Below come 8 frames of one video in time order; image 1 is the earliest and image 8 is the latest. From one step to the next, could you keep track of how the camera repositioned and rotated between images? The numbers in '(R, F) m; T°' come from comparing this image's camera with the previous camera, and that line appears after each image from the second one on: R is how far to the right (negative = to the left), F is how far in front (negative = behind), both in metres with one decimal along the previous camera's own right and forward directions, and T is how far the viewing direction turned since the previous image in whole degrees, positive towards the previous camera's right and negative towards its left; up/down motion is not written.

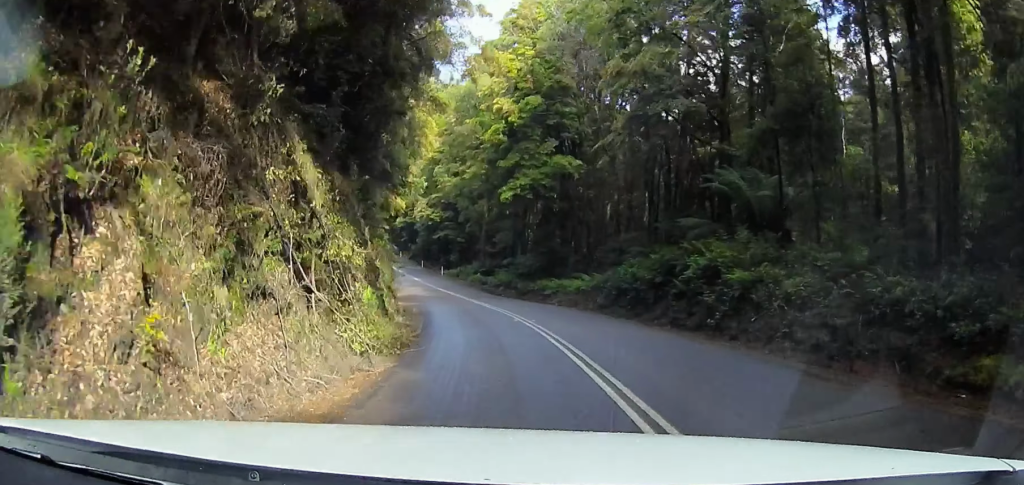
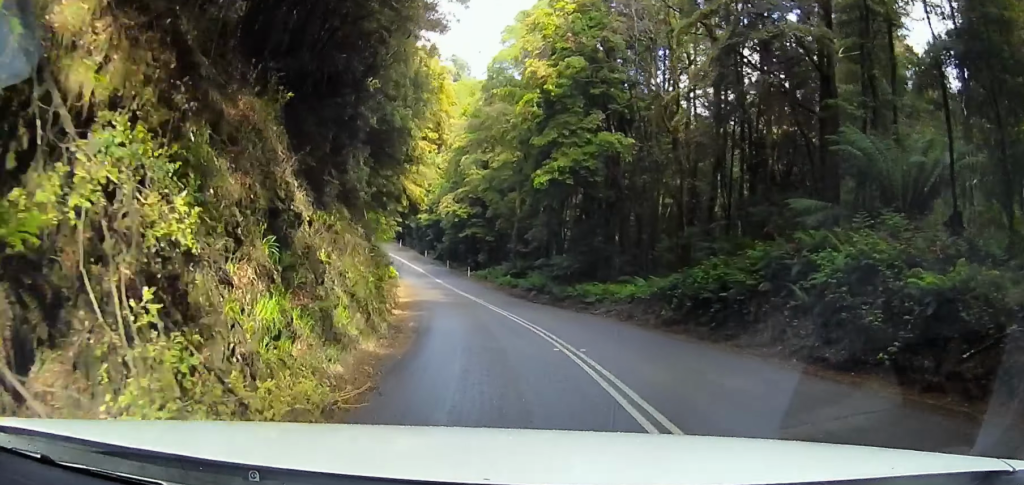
(-0.3, +6.7) m; -2°
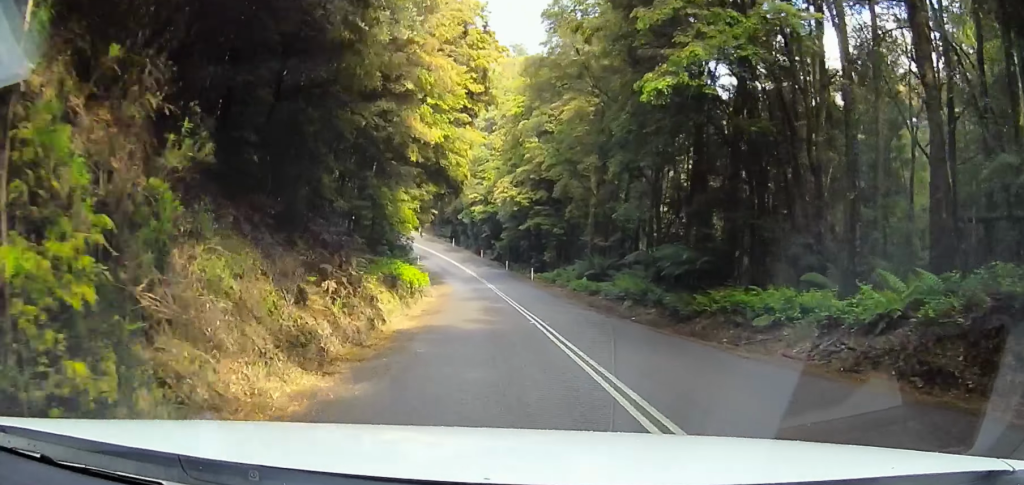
(-0.2, +14.1) m; -1°
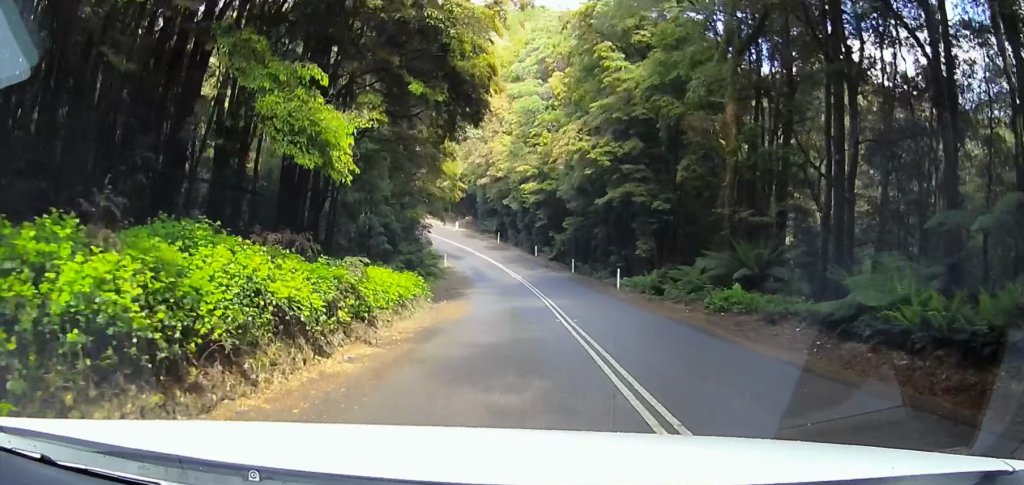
(0.0, +20.2) m; 0°
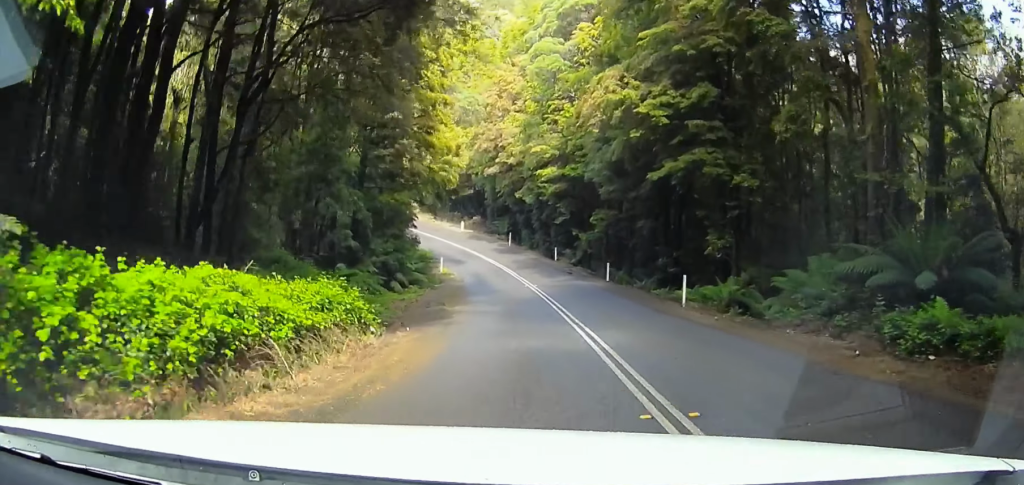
(0.0, +9.8) m; 0°
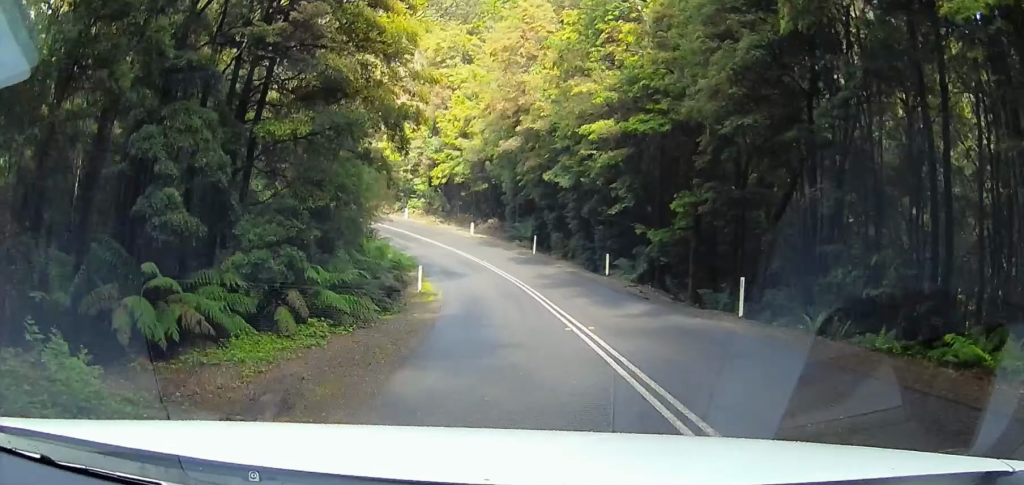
(0.0, +14.9) m; 0°
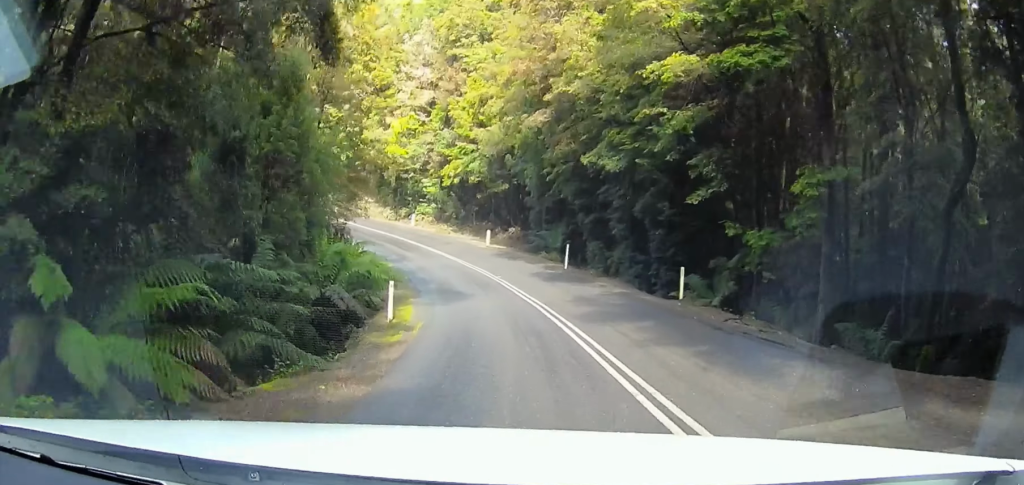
(0.0, +9.2) m; 0°
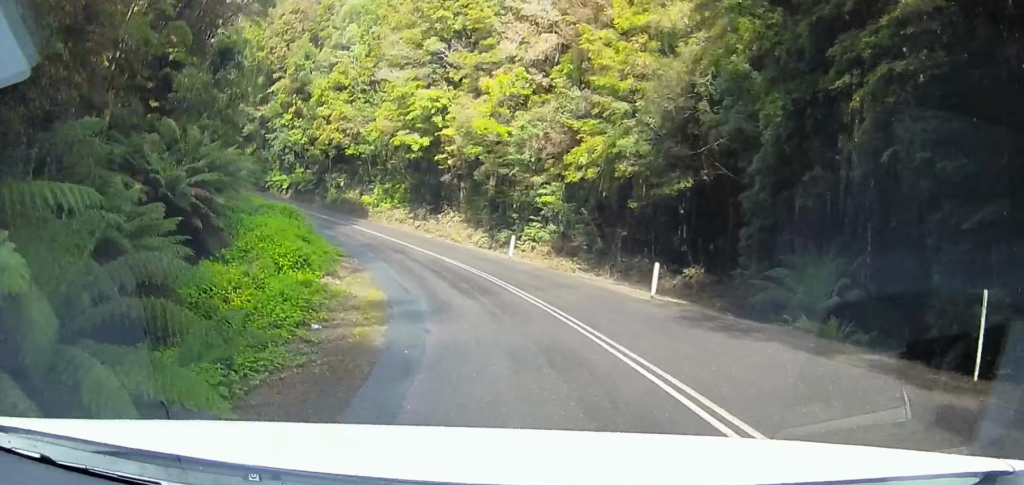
(0.0, +24.1) m; -2°
